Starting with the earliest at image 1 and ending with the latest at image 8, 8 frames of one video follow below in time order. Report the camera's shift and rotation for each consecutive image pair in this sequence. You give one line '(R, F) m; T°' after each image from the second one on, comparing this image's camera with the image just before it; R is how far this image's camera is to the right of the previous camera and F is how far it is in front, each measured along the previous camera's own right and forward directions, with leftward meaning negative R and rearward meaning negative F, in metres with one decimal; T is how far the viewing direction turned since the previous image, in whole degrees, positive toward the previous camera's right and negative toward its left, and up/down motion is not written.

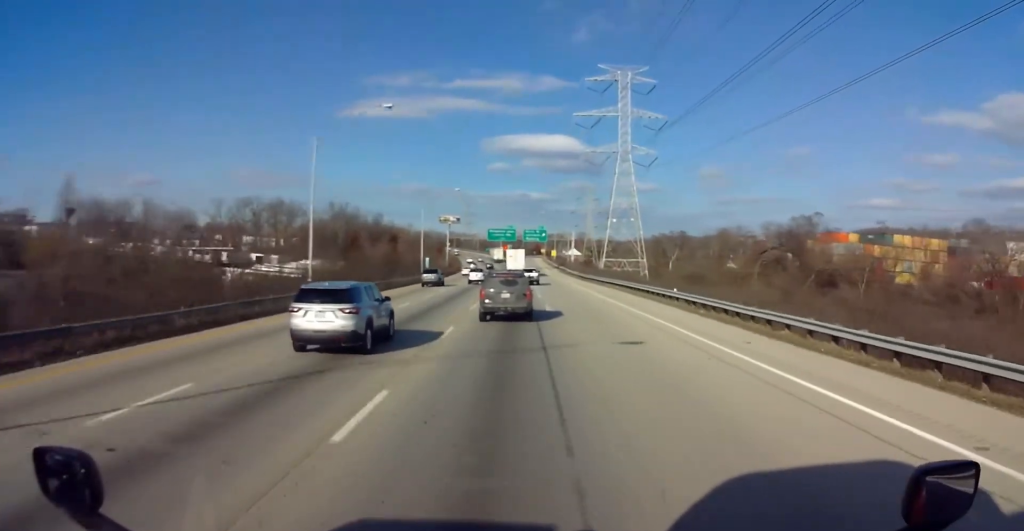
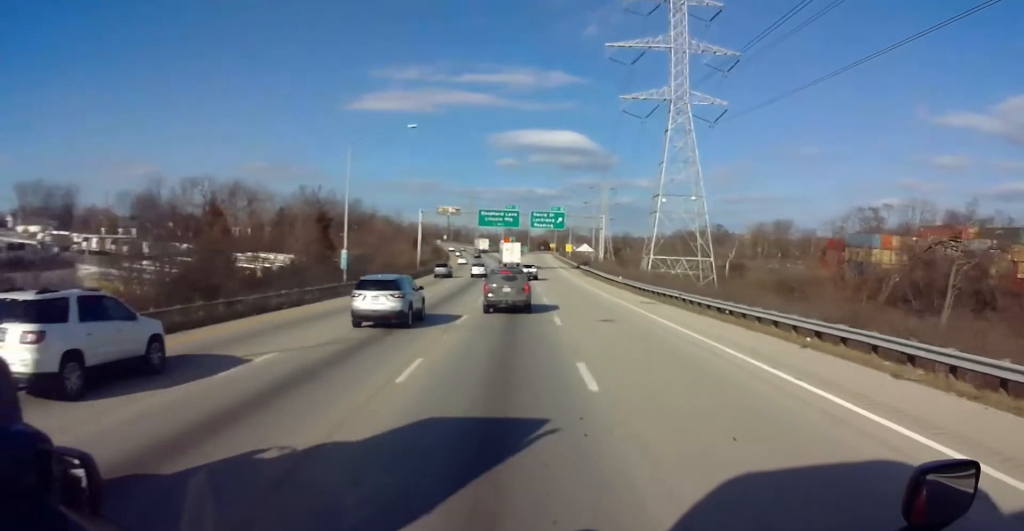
(0.0, +44.5) m; 0°
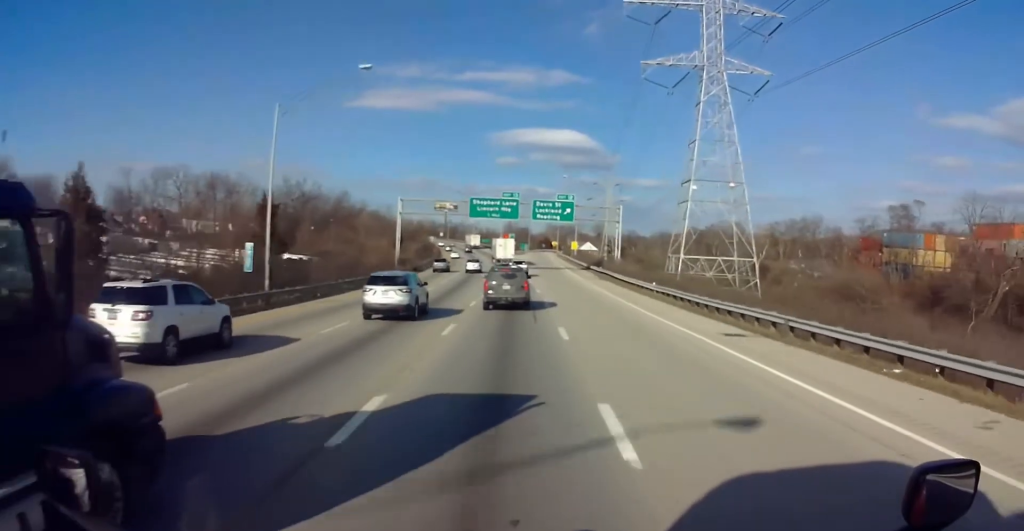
(0.0, +16.9) m; 0°
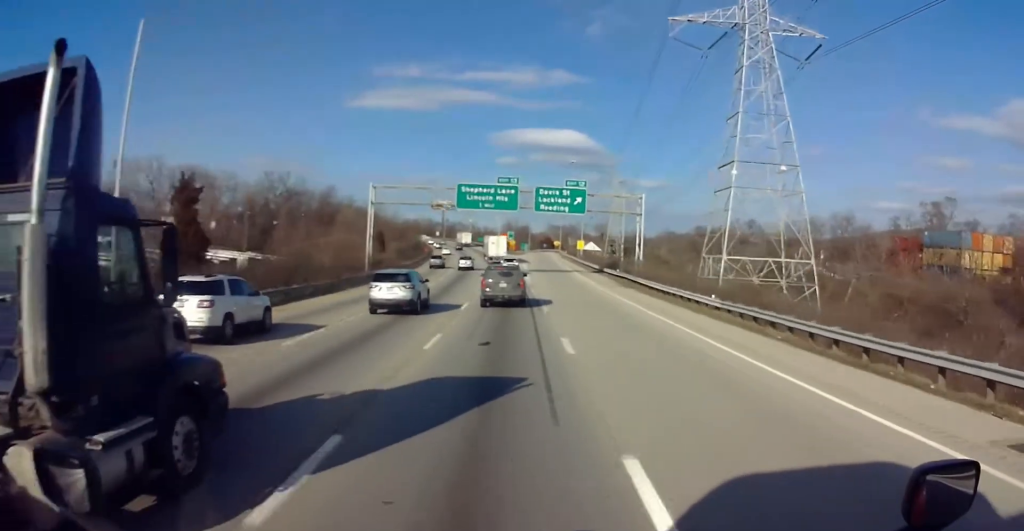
(0.0, +15.2) m; -1°
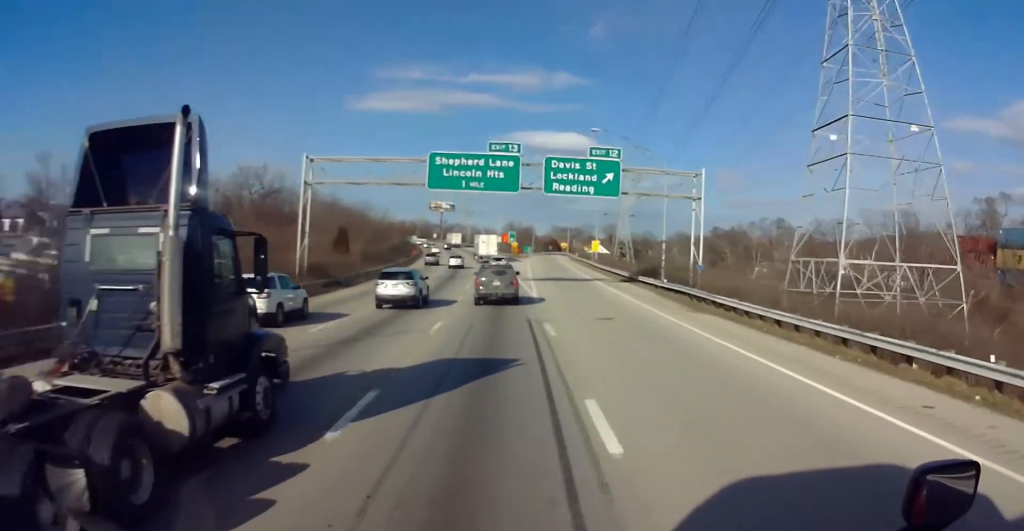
(-0.2, +21.1) m; -1°
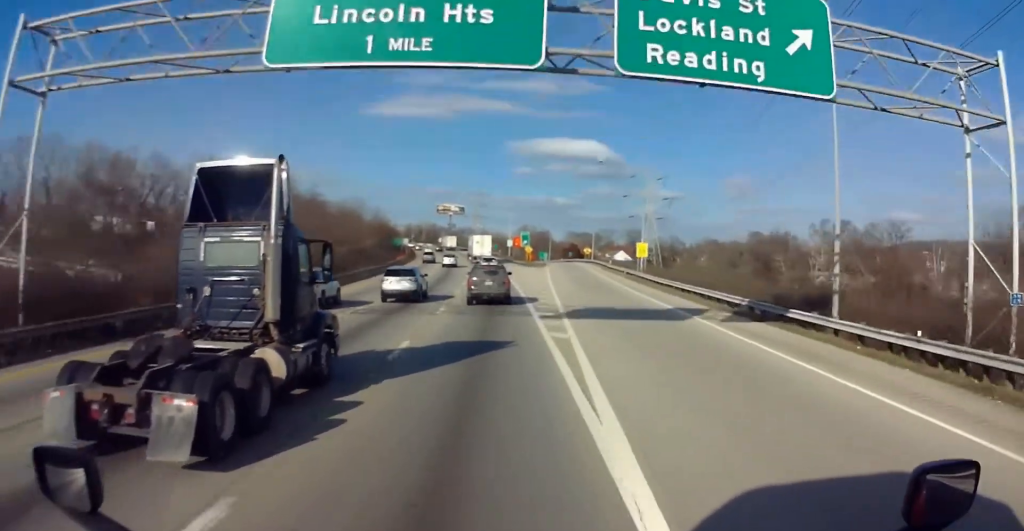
(-0.3, +29.7) m; -1°
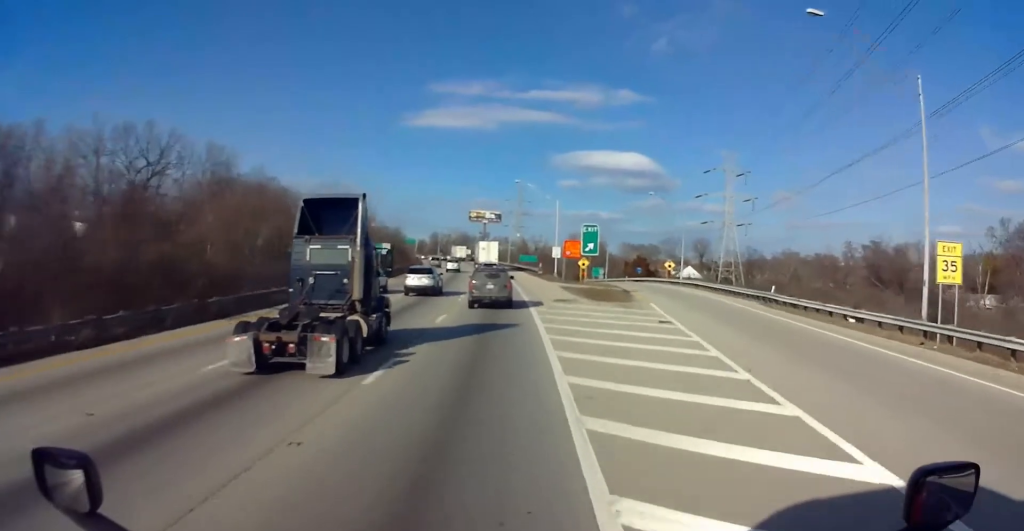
(-1.0, +51.3) m; -2°
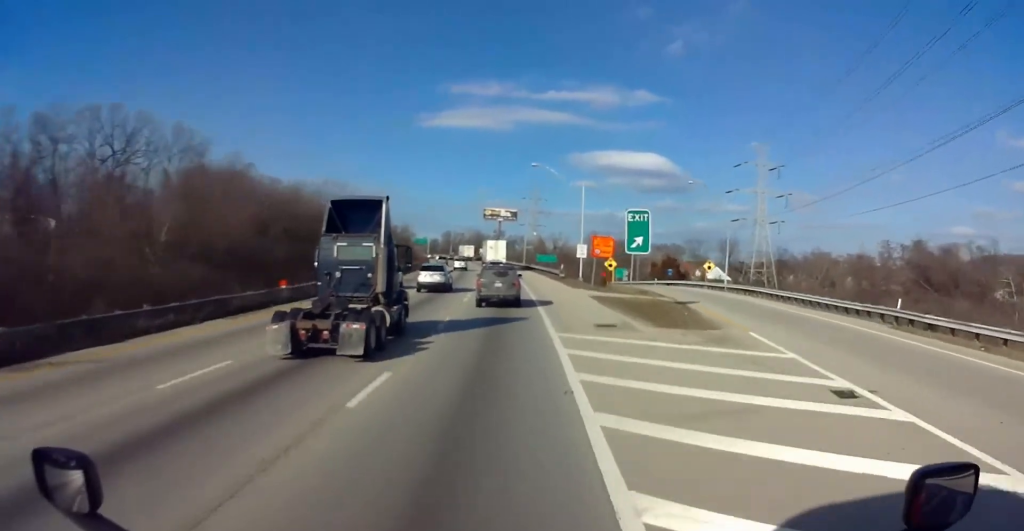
(0.0, +14.6) m; 0°
